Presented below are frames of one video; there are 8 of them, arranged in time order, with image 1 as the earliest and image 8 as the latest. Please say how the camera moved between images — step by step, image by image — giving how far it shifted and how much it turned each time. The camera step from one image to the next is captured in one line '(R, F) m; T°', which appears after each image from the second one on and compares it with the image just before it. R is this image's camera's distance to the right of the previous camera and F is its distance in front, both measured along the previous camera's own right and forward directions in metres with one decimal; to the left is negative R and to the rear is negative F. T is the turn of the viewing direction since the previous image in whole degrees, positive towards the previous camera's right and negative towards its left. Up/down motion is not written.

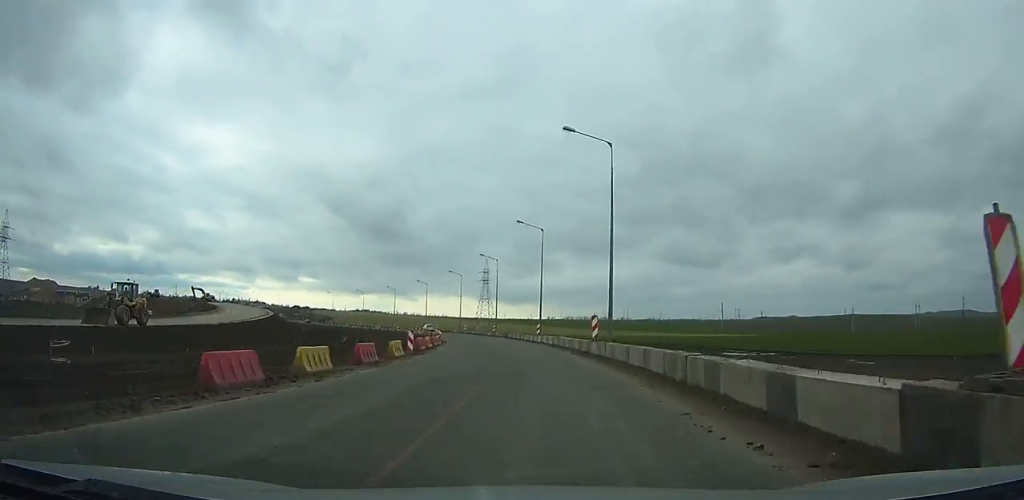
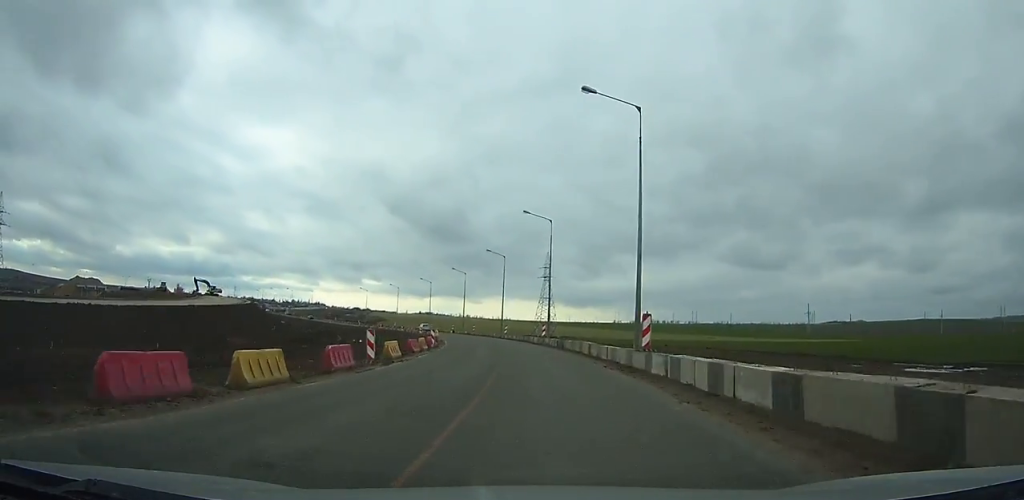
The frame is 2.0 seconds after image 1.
(-1.9, +35.1) m; -6°
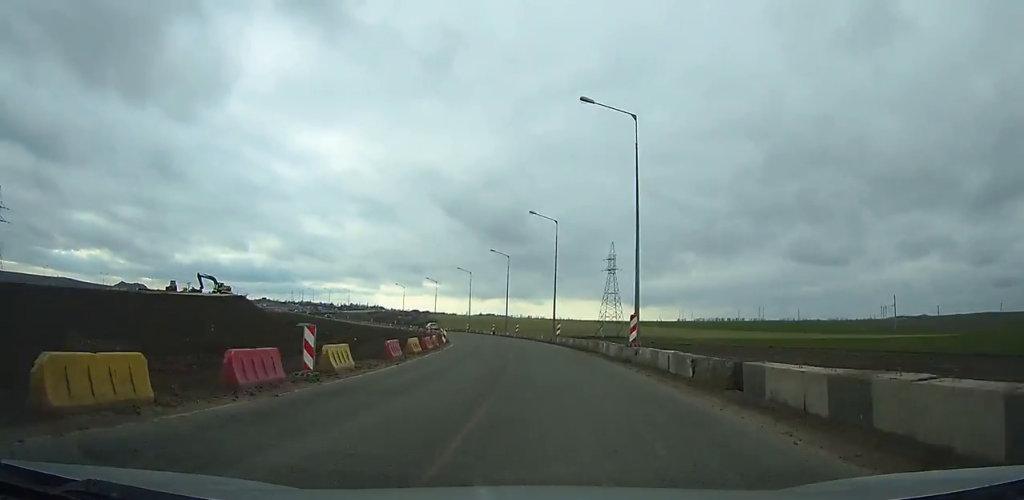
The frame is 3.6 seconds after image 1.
(-1.4, +27.9) m; -5°
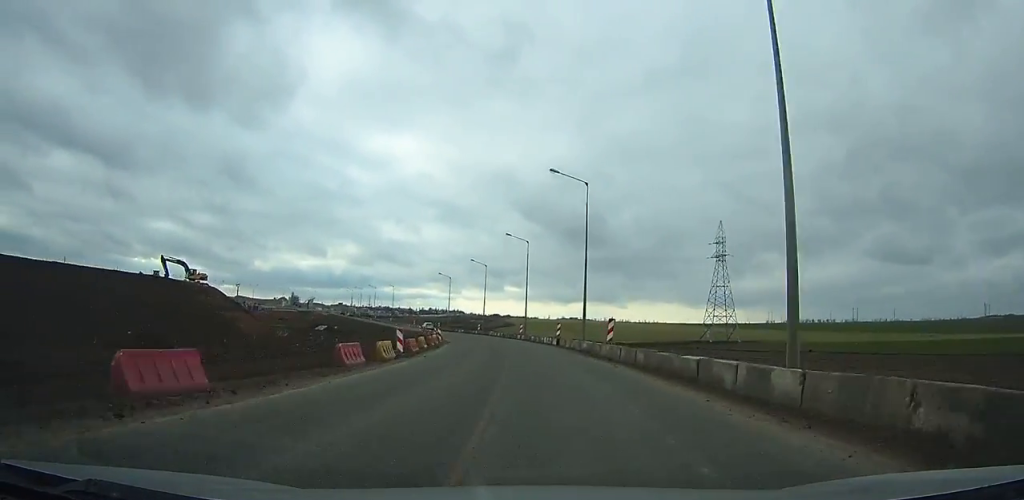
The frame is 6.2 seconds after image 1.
(-3.3, +45.1) m; -9°
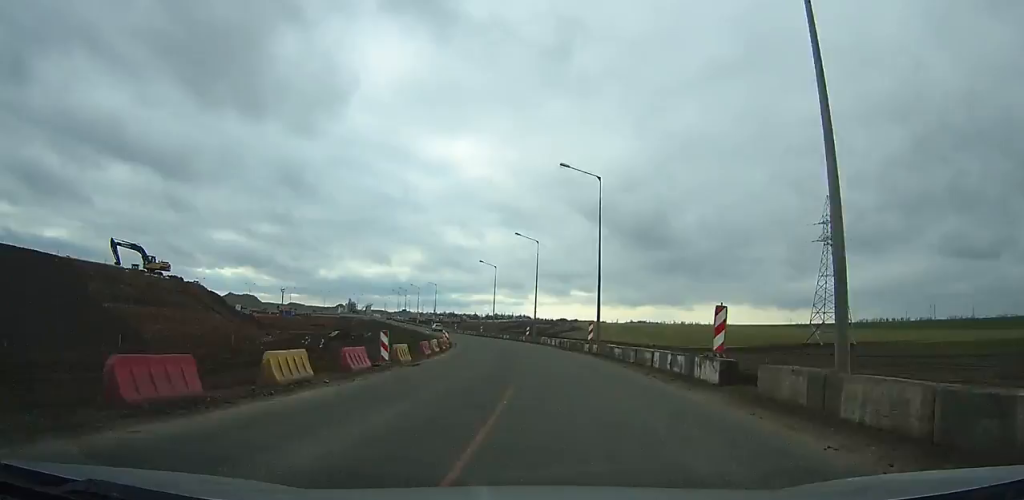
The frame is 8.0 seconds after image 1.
(-1.9, +31.5) m; -6°
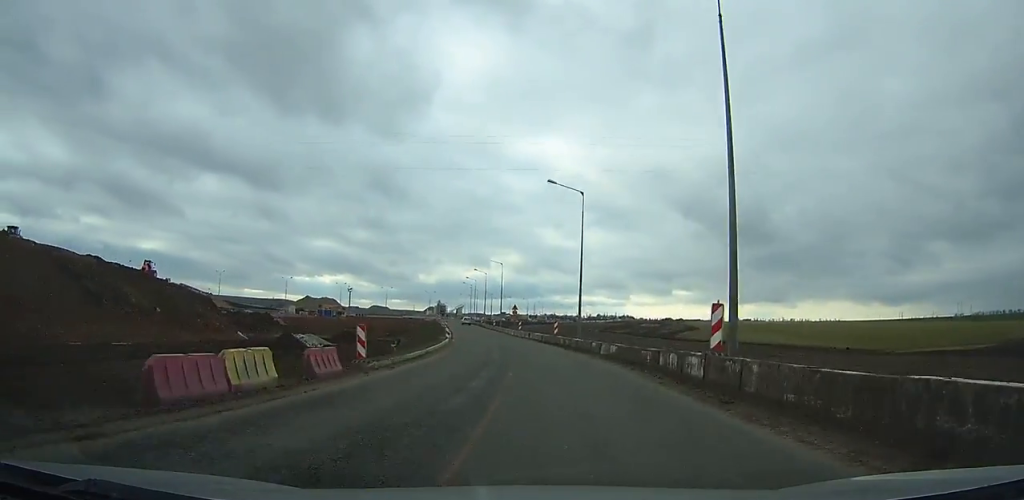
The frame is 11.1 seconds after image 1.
(-4.6, +54.1) m; -10°
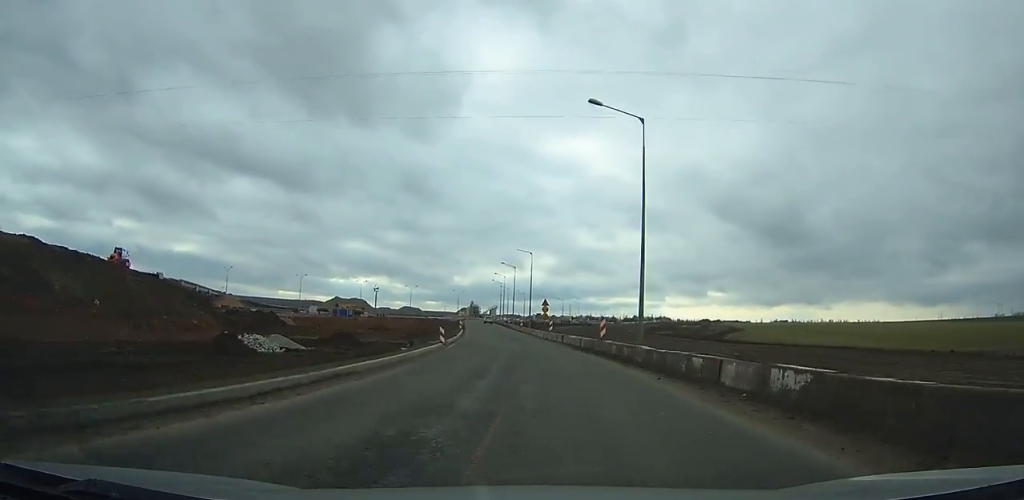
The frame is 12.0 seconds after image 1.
(-0.6, +16.7) m; -3°
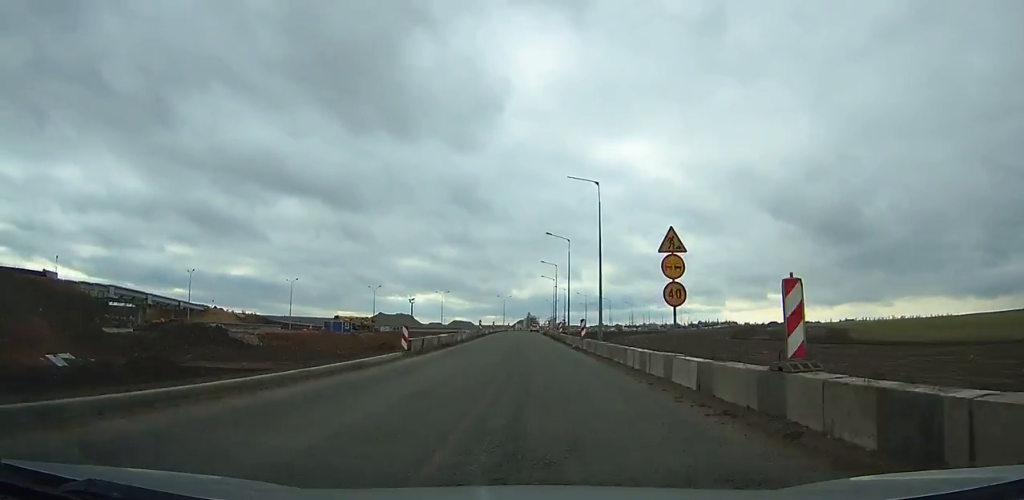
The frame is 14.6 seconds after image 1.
(-2.5, +46.6) m; -5°
